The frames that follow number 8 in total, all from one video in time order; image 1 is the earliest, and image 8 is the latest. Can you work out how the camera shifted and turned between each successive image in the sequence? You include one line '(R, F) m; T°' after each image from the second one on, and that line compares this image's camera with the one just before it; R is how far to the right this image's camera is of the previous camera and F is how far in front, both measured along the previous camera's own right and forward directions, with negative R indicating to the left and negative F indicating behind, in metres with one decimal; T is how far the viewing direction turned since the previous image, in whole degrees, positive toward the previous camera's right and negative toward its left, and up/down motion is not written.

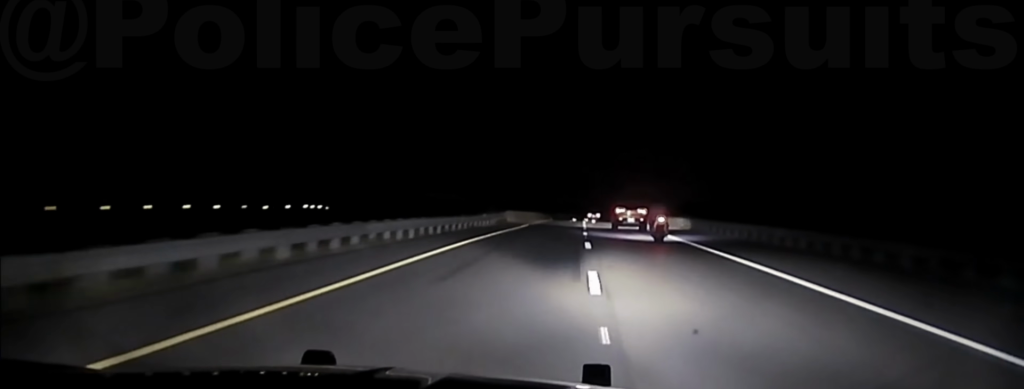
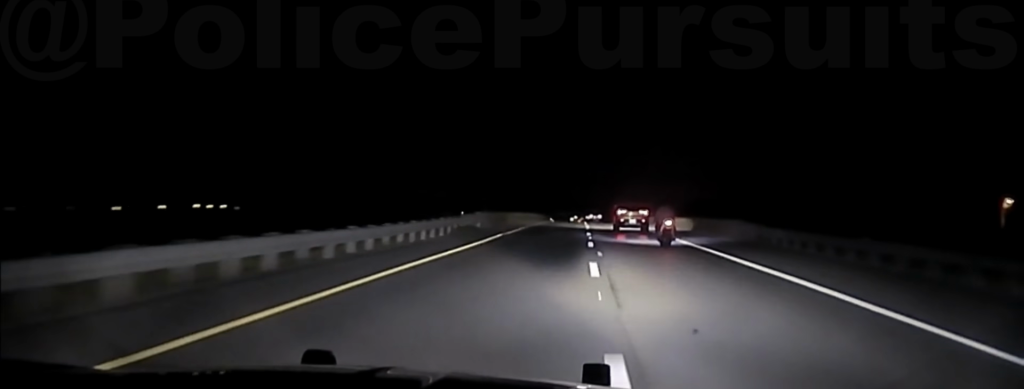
(0.0, +23.0) m; 0°
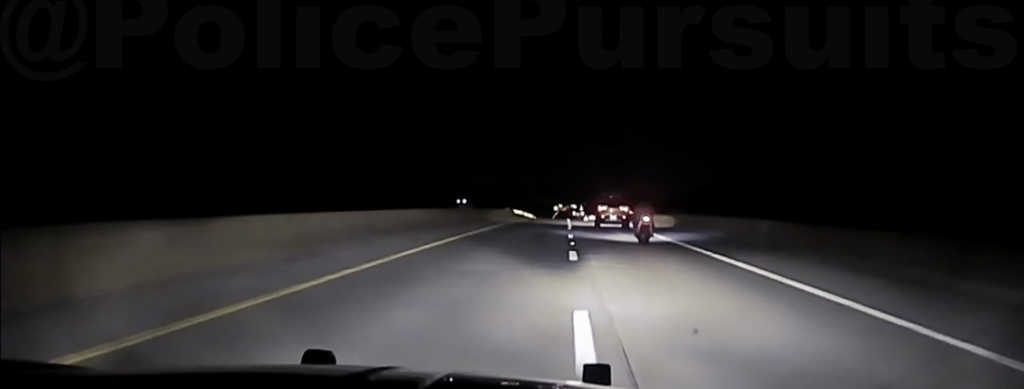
(+0.1, +53.5) m; +1°
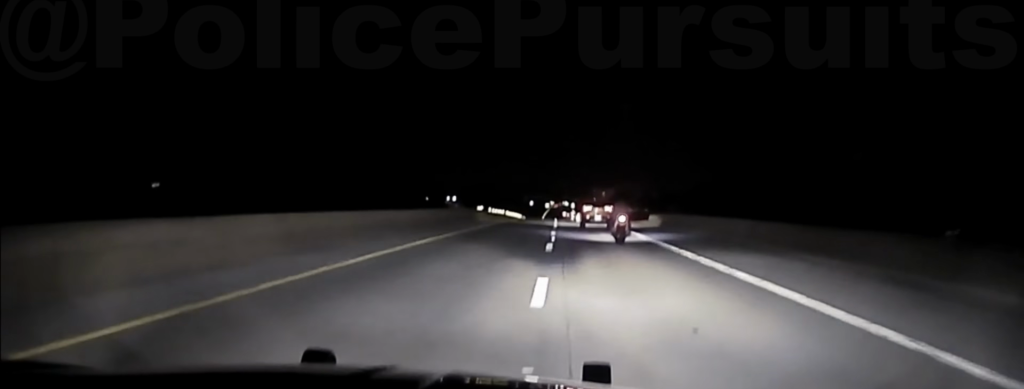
(+0.2, +17.3) m; 0°
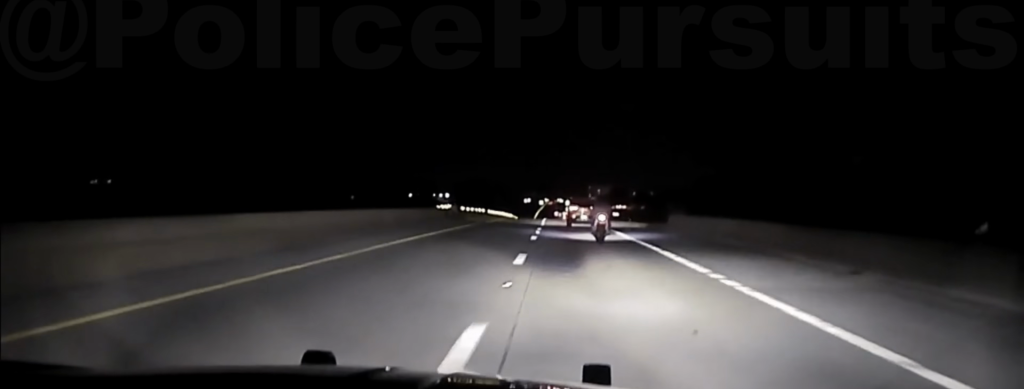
(+0.1, +15.7) m; 0°
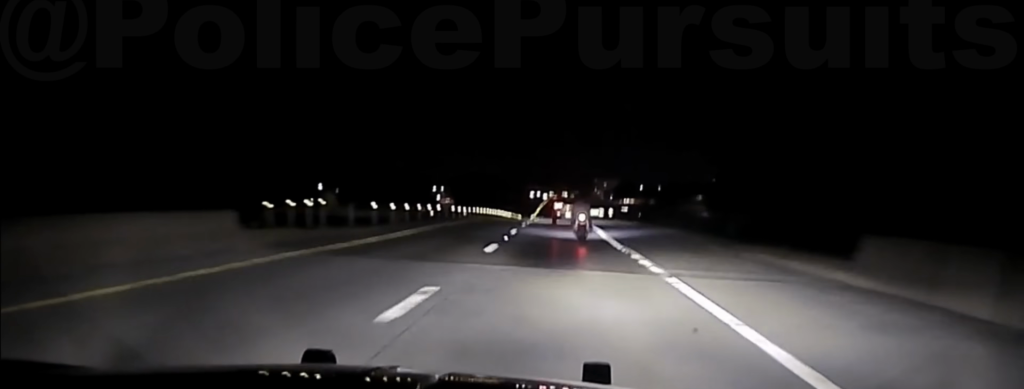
(-0.2, +30.9) m; -1°
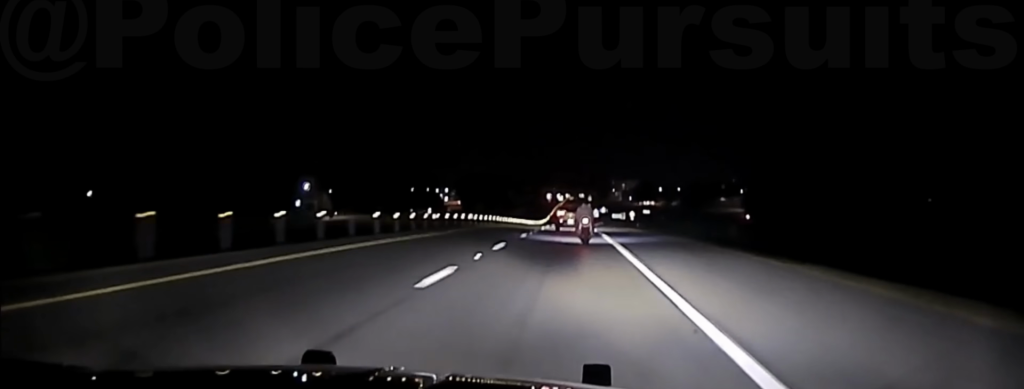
(0.0, +31.9) m; 0°
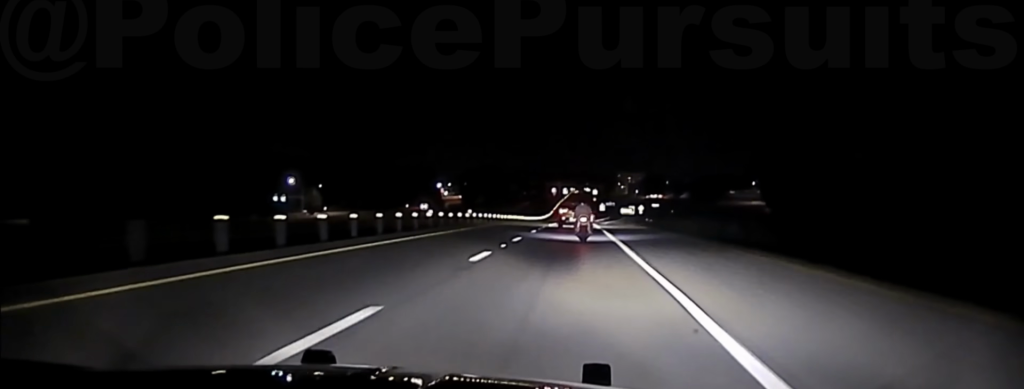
(-0.1, +19.6) m; 0°
